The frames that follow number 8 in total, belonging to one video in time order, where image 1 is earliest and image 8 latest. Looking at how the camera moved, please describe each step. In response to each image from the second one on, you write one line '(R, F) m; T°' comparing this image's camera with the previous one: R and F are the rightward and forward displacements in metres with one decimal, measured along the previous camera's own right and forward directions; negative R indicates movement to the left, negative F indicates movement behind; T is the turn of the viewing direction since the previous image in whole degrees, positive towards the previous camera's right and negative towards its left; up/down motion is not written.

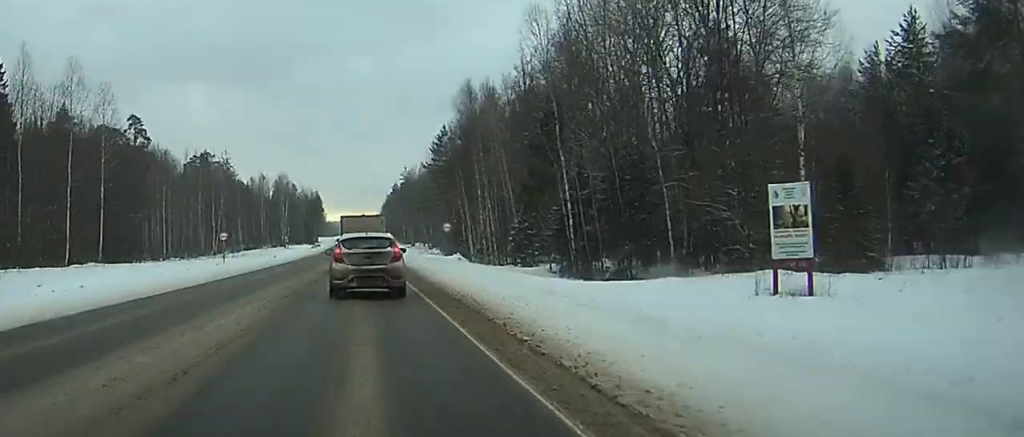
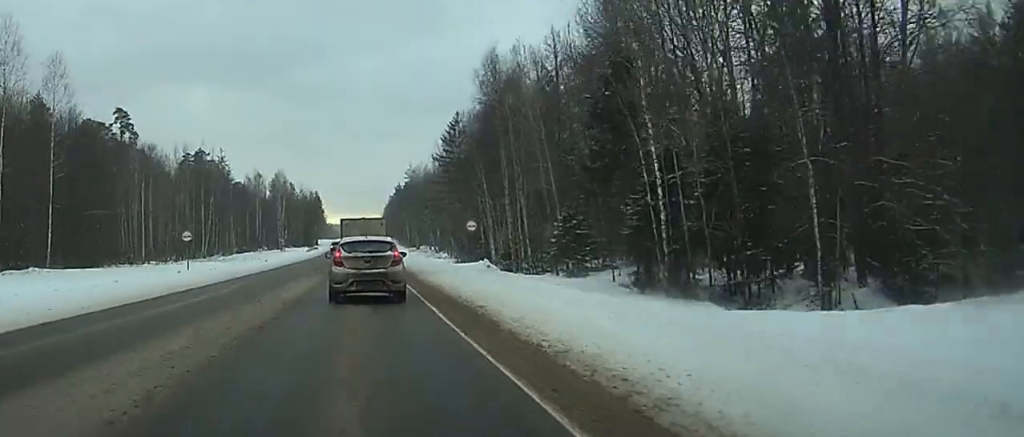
(0.0, +15.1) m; 0°
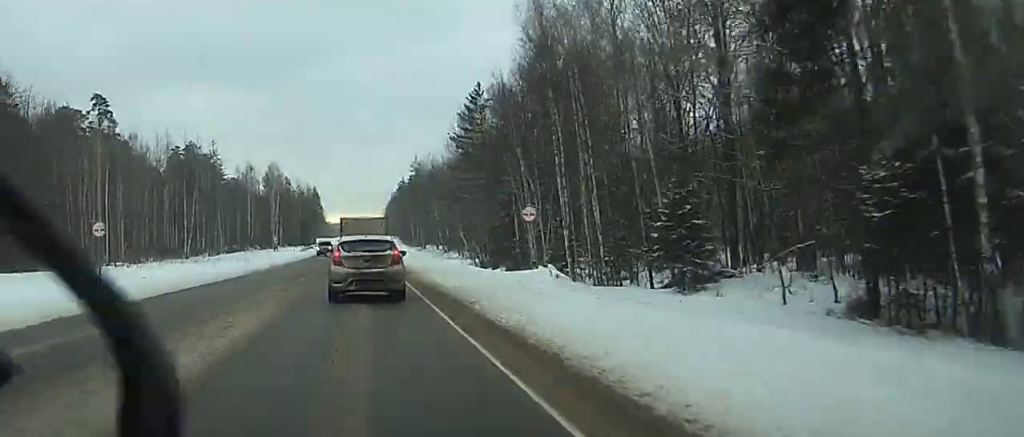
(0.0, +19.1) m; 0°
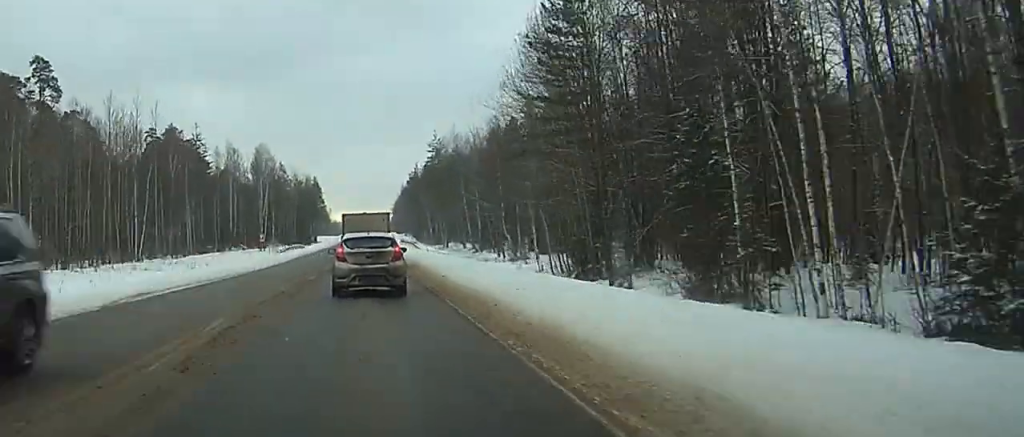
(0.0, +40.6) m; +1°
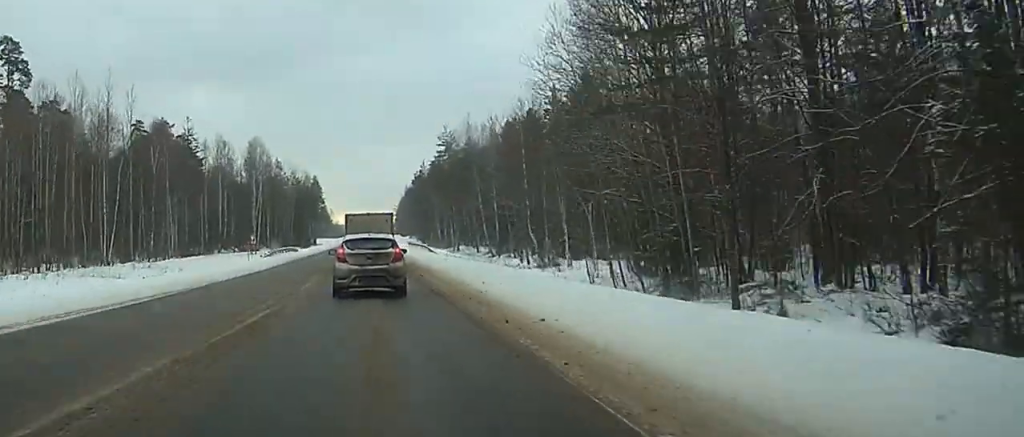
(+0.1, +16.2) m; 0°
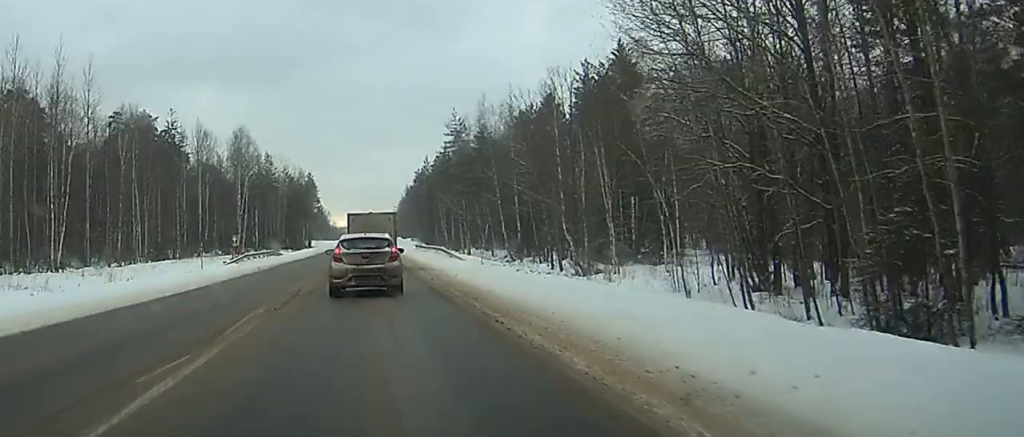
(-0.1, +18.2) m; -1°
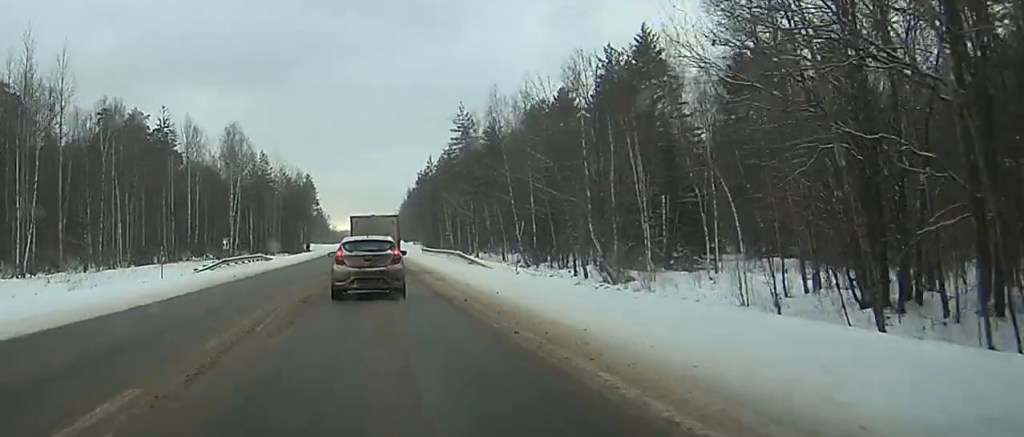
(-0.3, +9.4) m; 0°
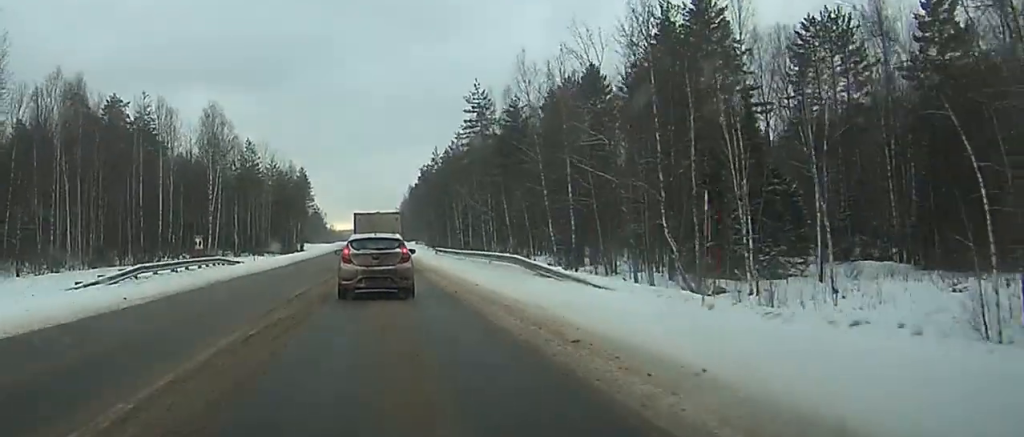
(+0.1, +18.2) m; +1°
